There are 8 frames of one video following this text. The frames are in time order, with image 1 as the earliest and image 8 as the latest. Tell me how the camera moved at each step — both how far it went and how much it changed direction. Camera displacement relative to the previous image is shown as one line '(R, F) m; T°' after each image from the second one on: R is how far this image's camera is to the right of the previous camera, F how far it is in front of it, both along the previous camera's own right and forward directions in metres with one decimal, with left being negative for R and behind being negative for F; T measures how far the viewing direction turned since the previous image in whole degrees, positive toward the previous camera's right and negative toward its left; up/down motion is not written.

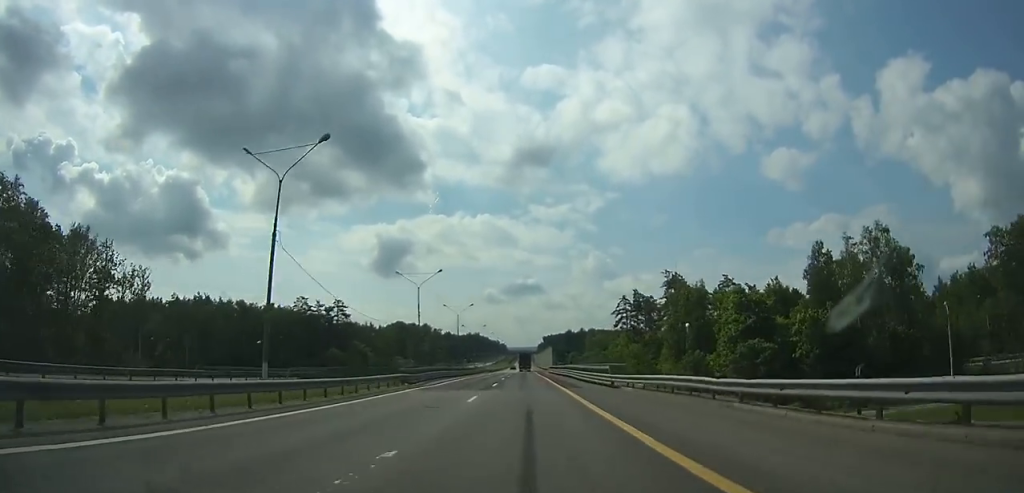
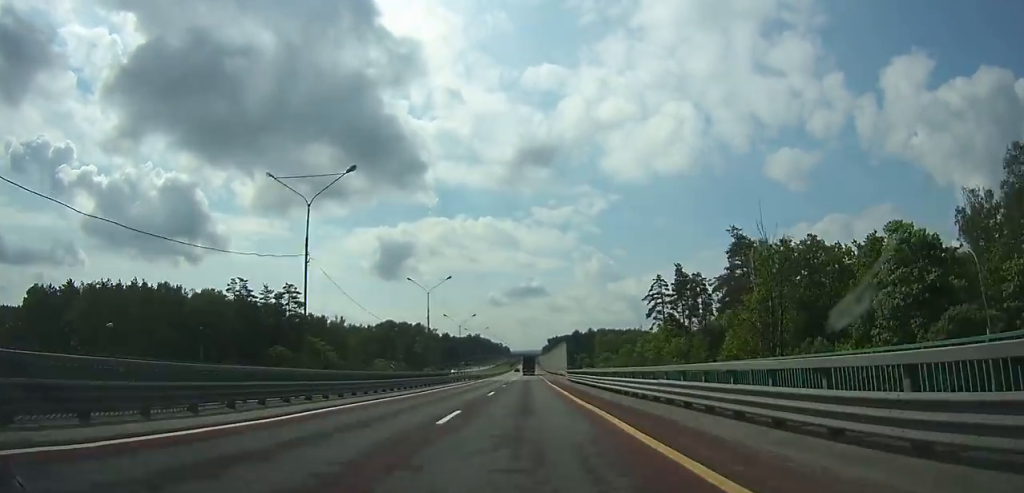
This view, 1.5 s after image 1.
(0.0, +40.0) m; 0°
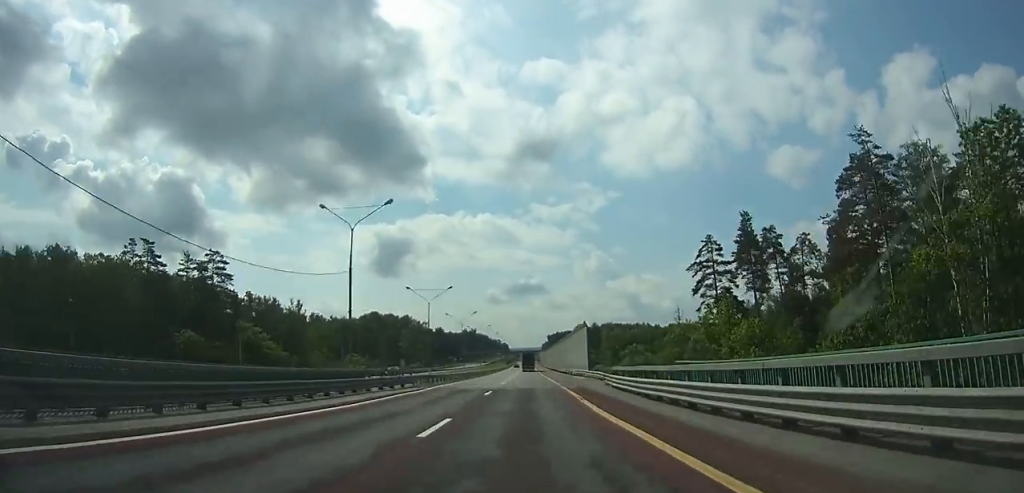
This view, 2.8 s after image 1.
(-0.1, +34.7) m; 0°
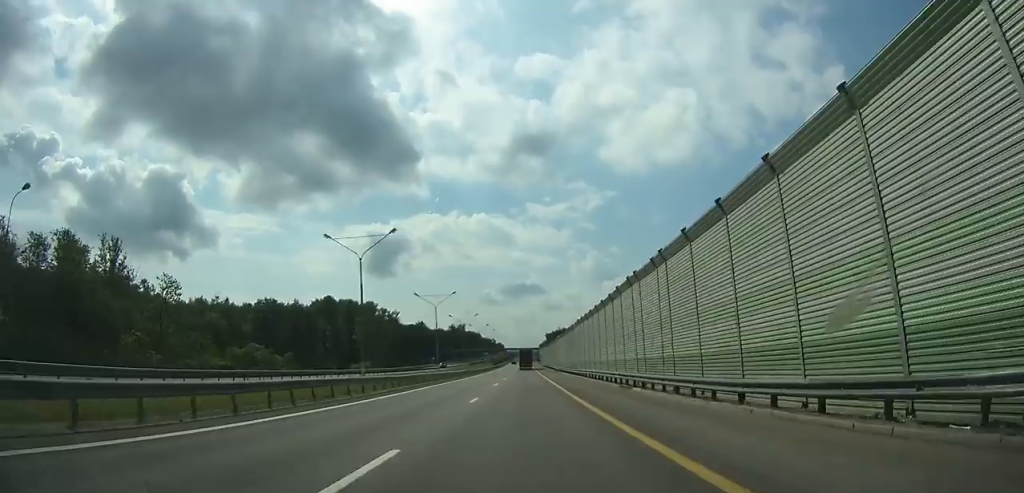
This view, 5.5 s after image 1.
(0.0, +72.3) m; 0°
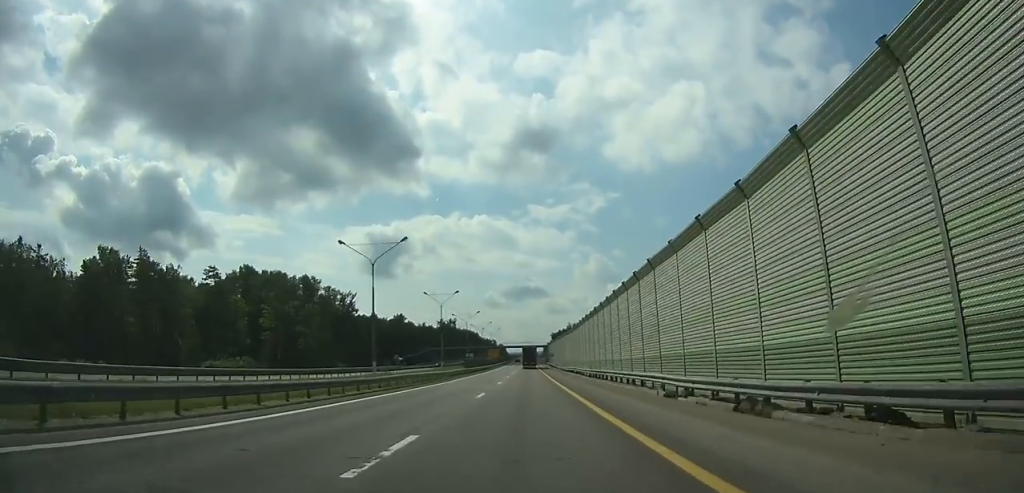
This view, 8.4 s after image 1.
(+0.1, +77.6) m; 0°
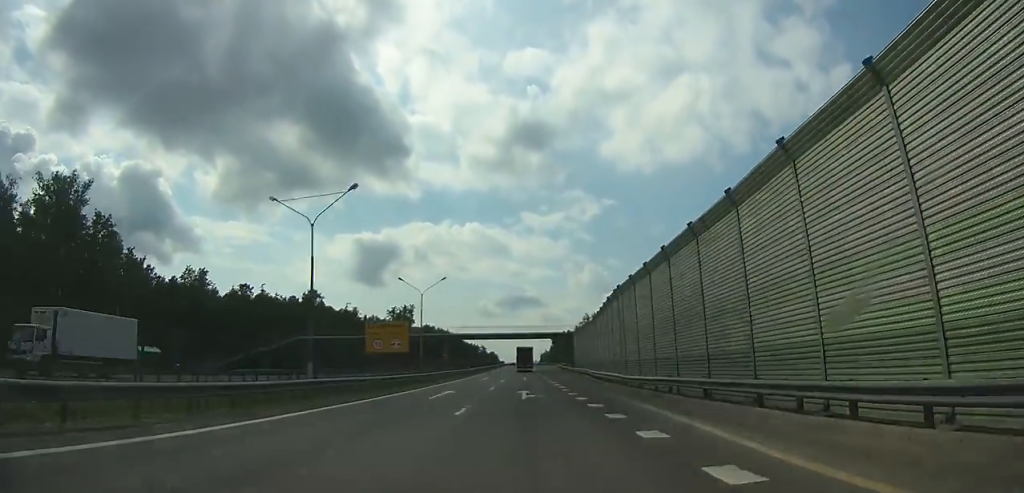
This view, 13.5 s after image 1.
(+0.1, +134.2) m; 0°
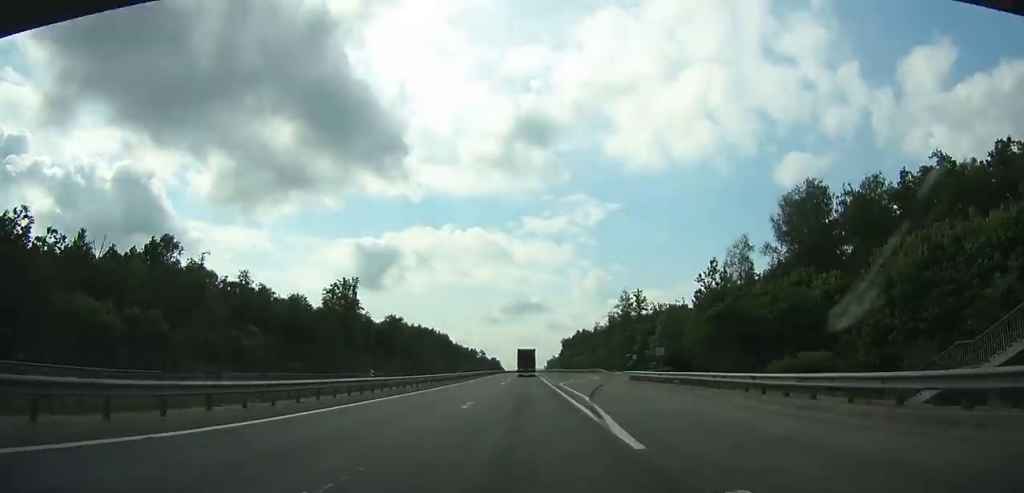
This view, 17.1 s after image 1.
(0.0, +92.4) m; 0°
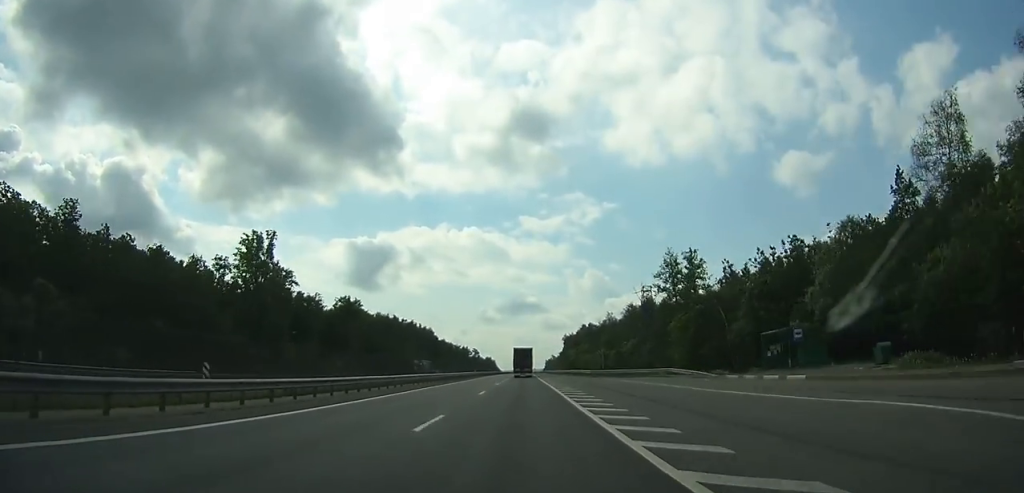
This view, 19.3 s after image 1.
(-0.1, +55.6) m; 0°
